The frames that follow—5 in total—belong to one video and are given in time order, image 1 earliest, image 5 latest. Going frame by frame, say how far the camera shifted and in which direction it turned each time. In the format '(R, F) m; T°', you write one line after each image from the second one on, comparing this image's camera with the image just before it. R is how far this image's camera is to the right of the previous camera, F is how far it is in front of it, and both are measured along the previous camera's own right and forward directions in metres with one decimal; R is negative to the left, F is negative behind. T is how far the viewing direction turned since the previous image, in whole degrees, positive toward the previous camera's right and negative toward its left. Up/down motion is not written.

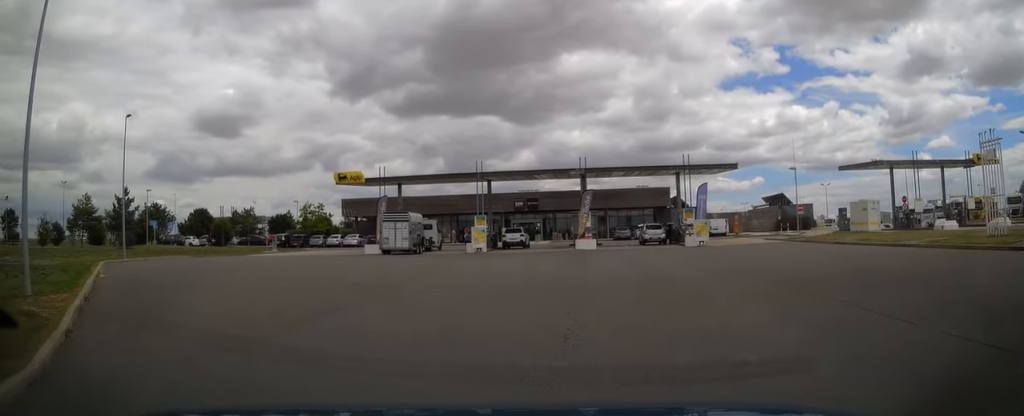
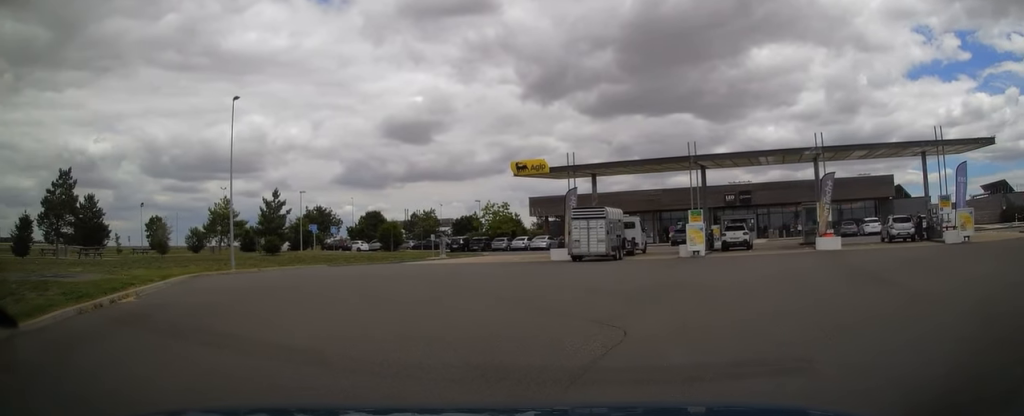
(-0.6, +8.4) m; -12°
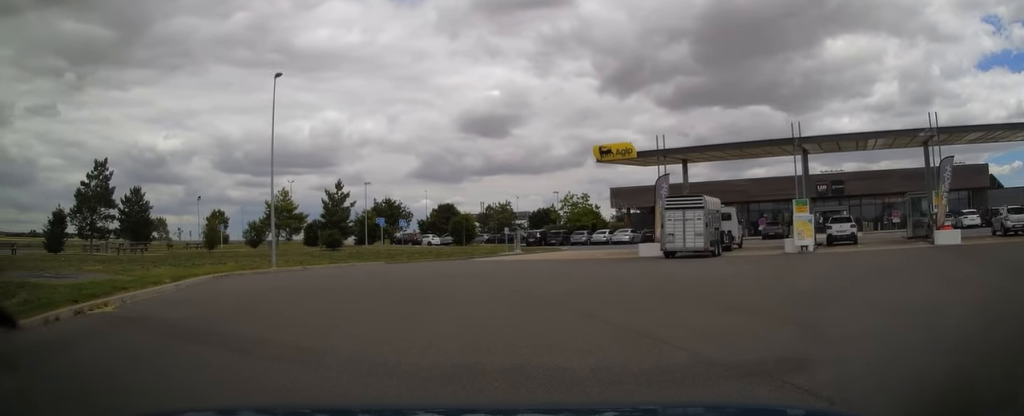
(-0.3, +3.9) m; -6°
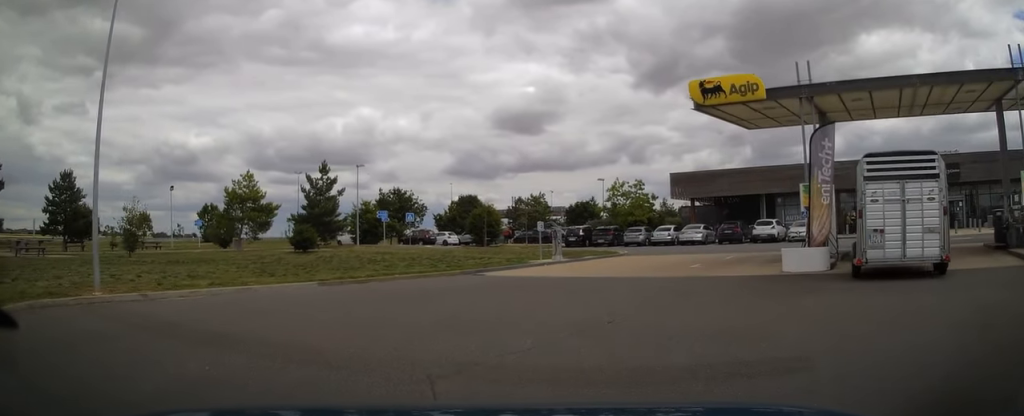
(-1.2, +13.7) m; -7°
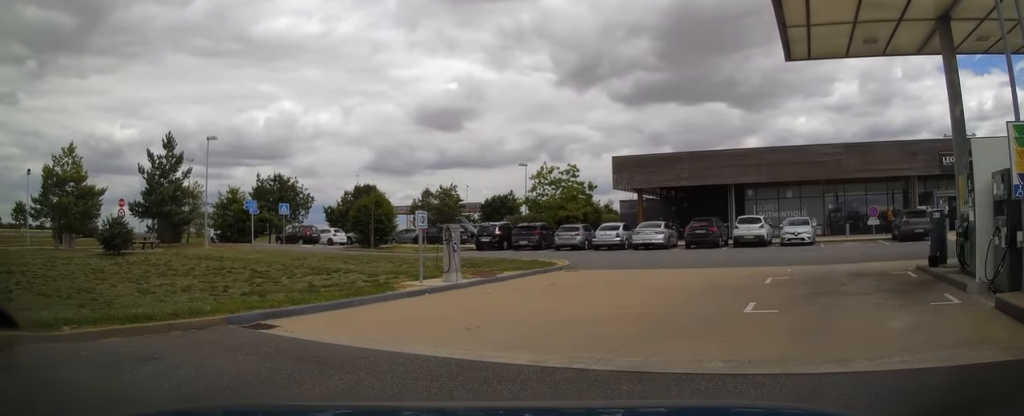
(+0.7, +11.7) m; +6°
